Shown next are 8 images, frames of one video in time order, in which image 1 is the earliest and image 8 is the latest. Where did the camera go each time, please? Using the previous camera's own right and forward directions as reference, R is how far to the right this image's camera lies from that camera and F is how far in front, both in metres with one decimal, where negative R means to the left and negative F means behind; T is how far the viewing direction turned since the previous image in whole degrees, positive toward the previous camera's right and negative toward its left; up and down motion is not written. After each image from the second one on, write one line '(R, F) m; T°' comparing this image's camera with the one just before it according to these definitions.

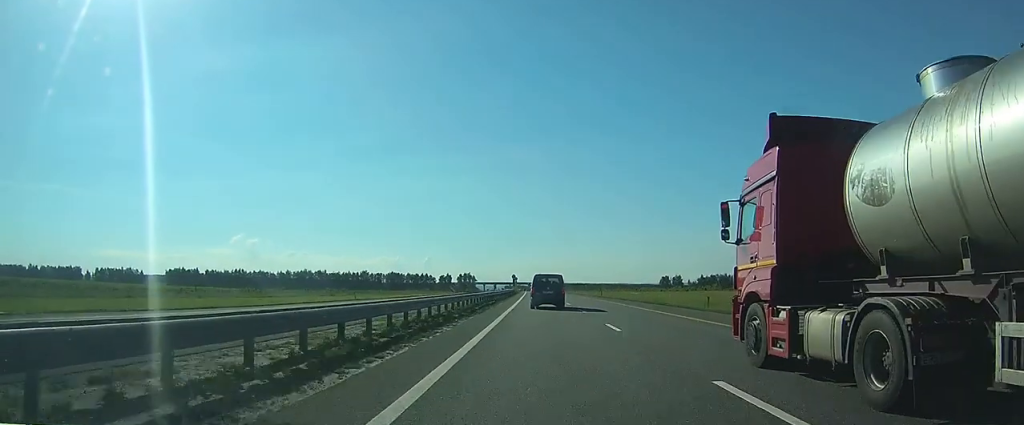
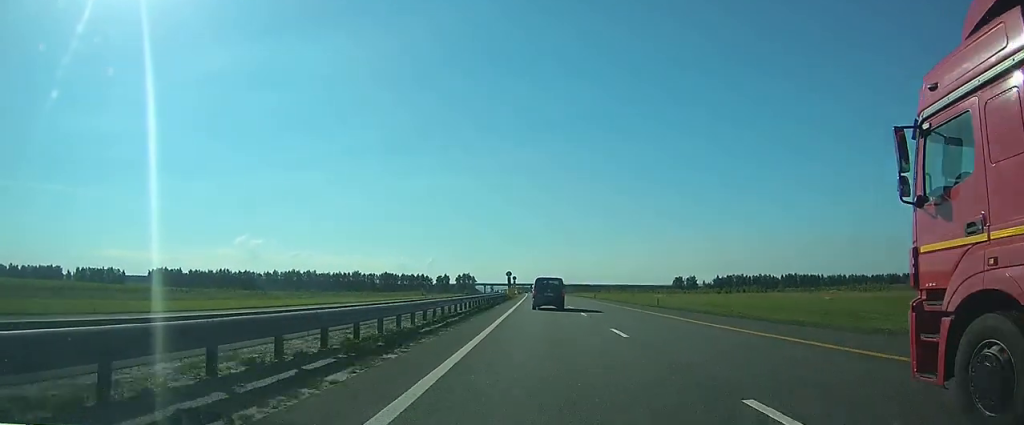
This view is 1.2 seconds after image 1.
(-0.1, +36.5) m; 0°
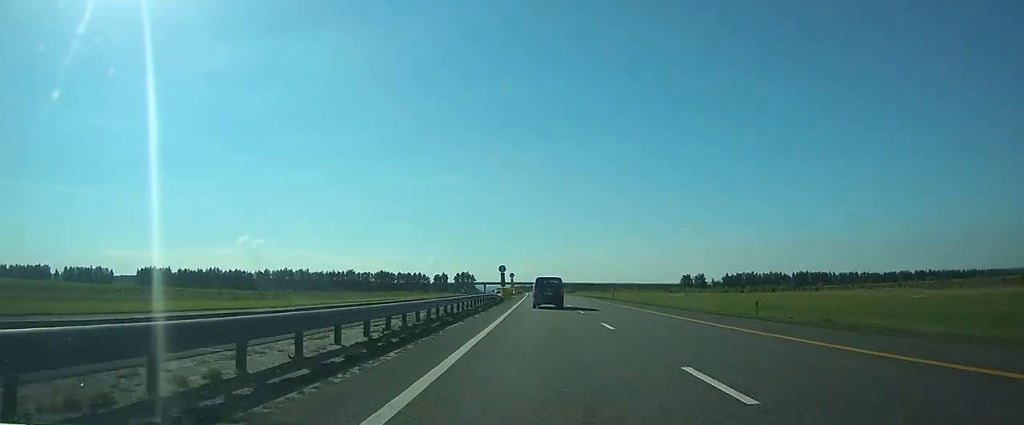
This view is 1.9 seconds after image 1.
(0.0, +20.9) m; 0°
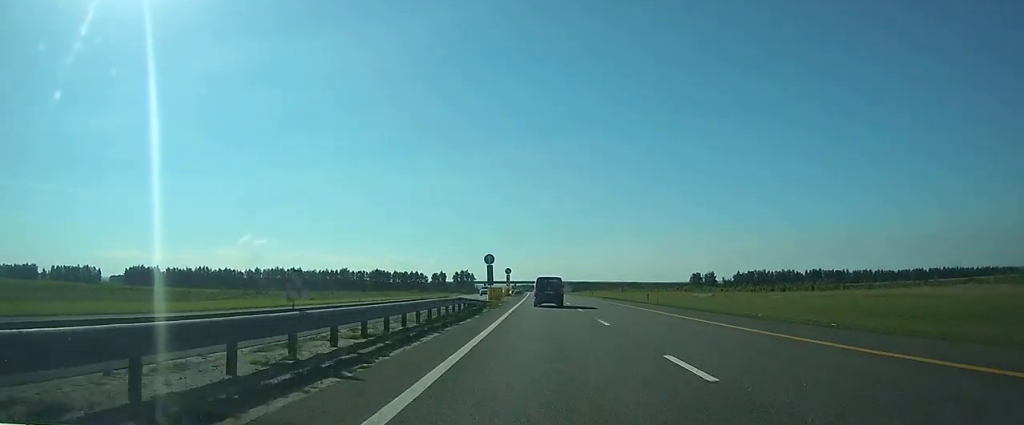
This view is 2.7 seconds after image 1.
(0.0, +22.1) m; 0°
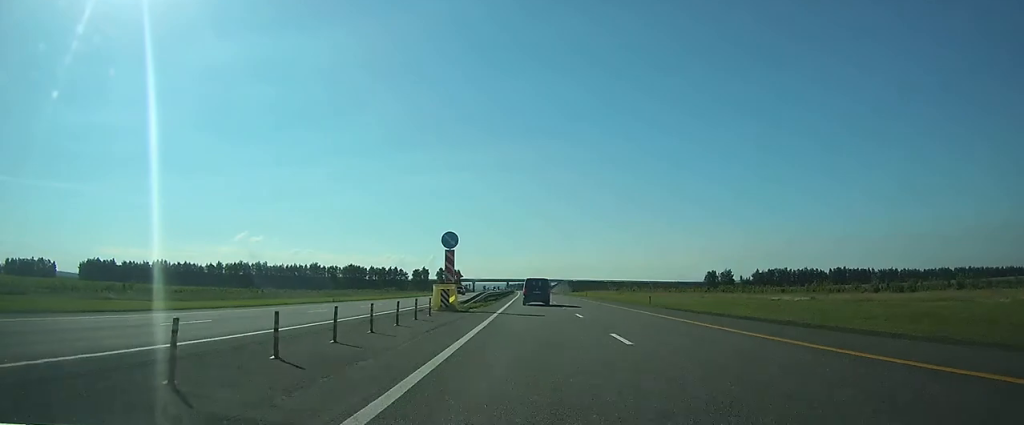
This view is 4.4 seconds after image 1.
(-0.2, +53.8) m; 0°
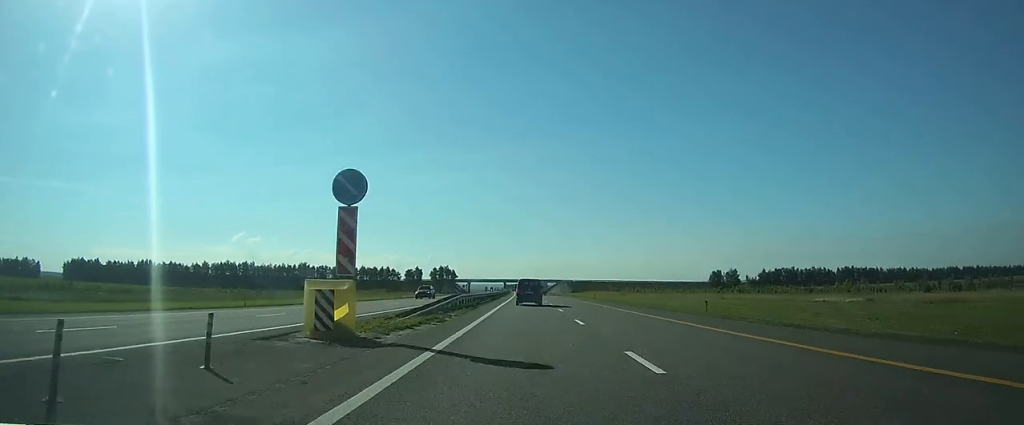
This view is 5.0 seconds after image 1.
(0.0, +16.4) m; 0°
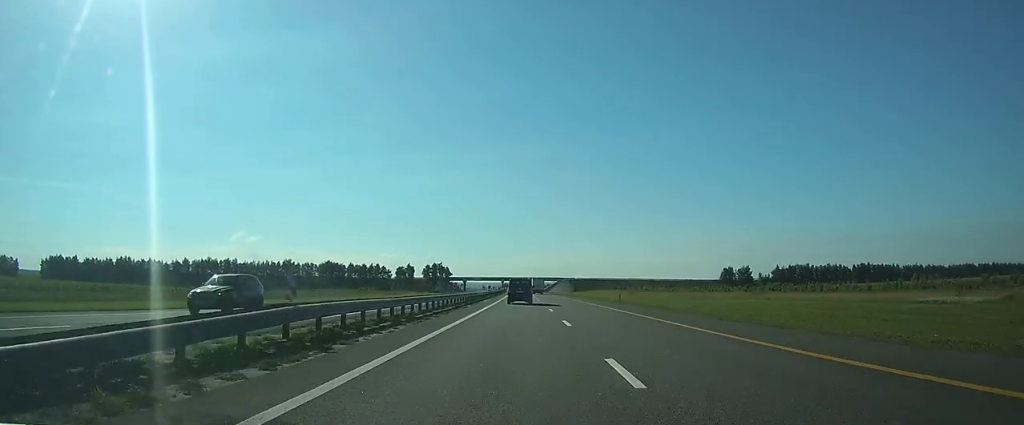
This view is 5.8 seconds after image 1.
(0.0, +24.9) m; 0°
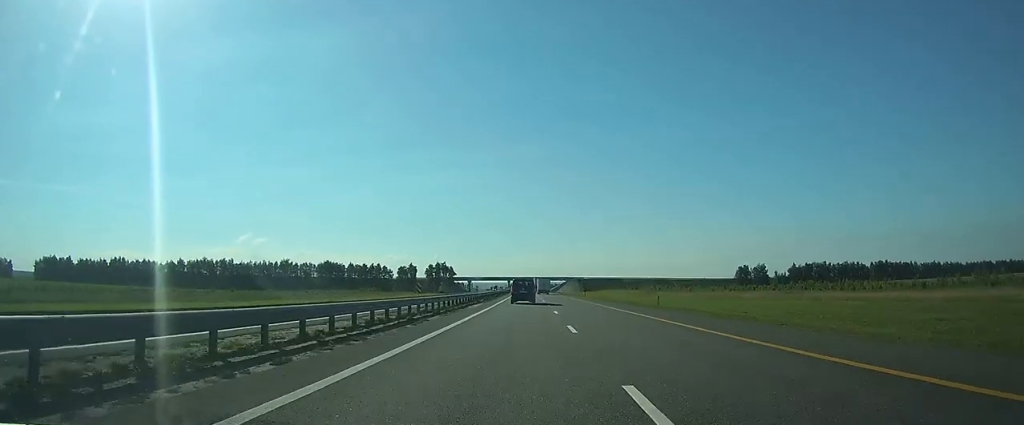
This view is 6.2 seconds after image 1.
(0.0, +14.6) m; 0°
